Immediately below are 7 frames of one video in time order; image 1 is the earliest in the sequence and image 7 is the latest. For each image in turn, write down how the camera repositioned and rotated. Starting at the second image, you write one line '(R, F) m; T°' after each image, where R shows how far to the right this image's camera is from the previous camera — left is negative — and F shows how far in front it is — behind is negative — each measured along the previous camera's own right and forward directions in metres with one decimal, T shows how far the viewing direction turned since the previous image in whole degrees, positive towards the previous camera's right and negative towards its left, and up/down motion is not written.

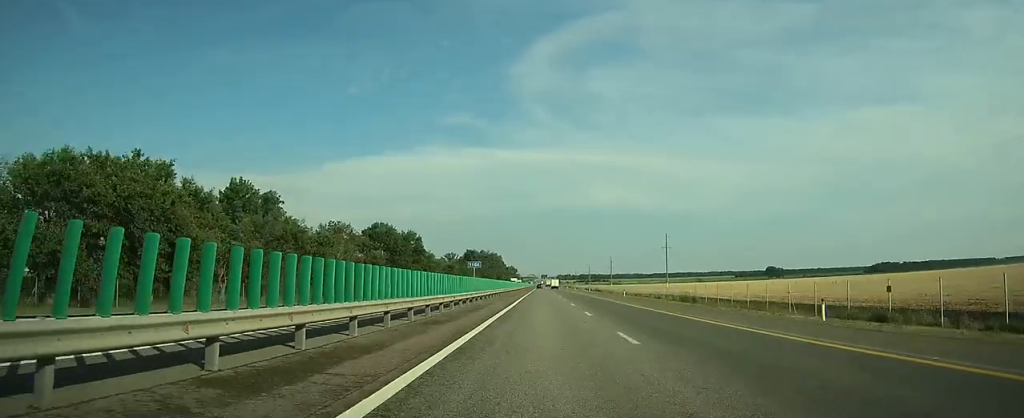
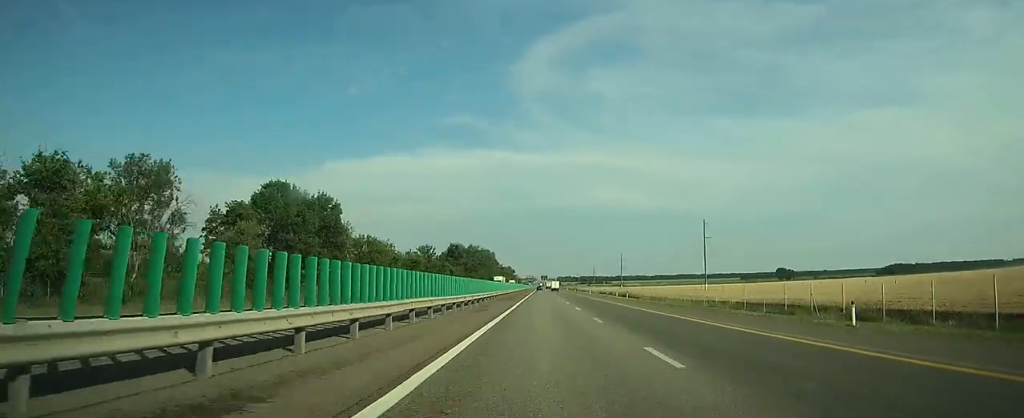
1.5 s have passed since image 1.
(-0.2, +51.2) m; 0°
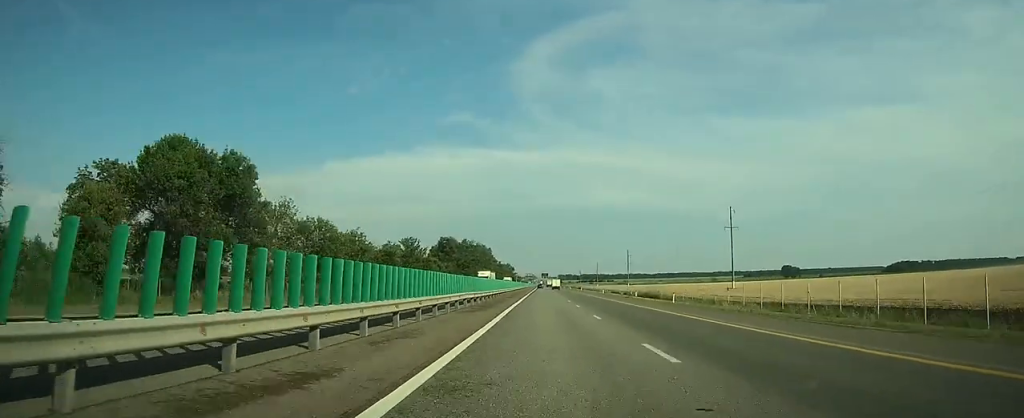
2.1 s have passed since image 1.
(0.0, +23.3) m; 0°
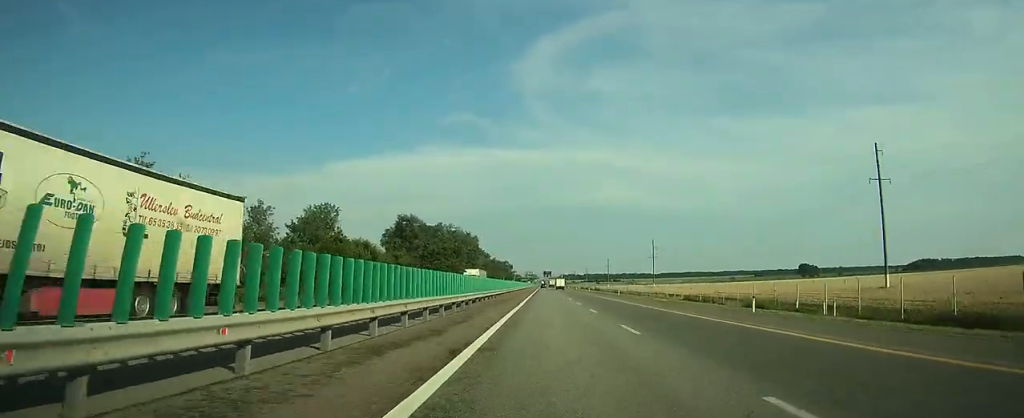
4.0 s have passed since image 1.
(+0.1, +65.7) m; 0°
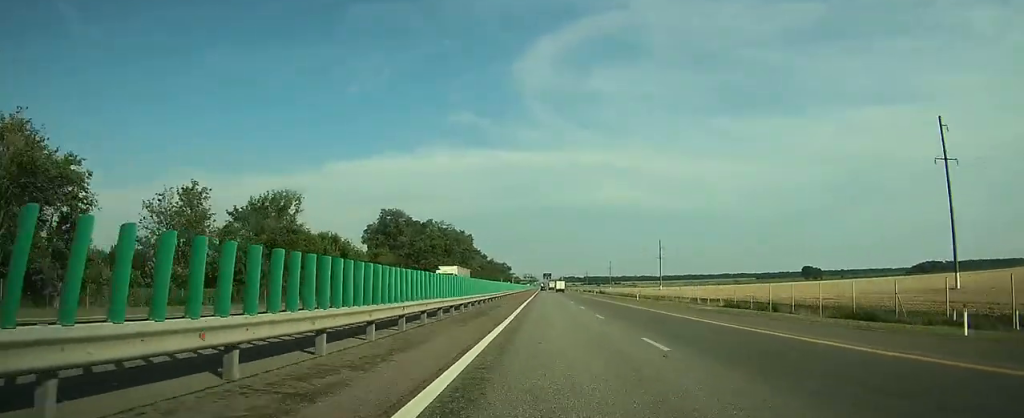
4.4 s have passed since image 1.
(0.0, +15.4) m; 0°
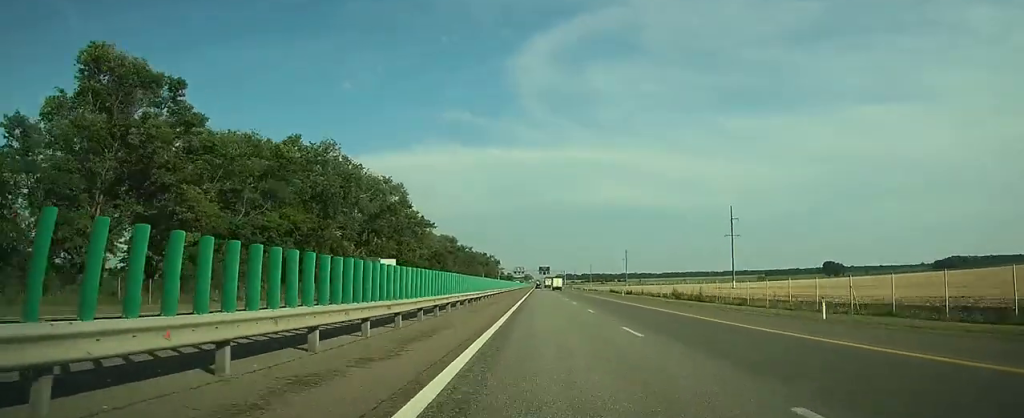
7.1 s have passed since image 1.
(+0.7, +93.4) m; +1°
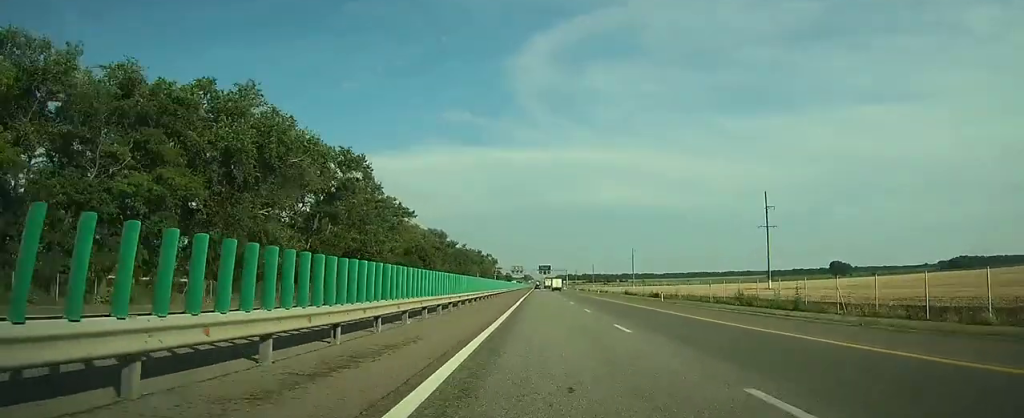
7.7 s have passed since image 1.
(-0.1, +23.3) m; 0°
